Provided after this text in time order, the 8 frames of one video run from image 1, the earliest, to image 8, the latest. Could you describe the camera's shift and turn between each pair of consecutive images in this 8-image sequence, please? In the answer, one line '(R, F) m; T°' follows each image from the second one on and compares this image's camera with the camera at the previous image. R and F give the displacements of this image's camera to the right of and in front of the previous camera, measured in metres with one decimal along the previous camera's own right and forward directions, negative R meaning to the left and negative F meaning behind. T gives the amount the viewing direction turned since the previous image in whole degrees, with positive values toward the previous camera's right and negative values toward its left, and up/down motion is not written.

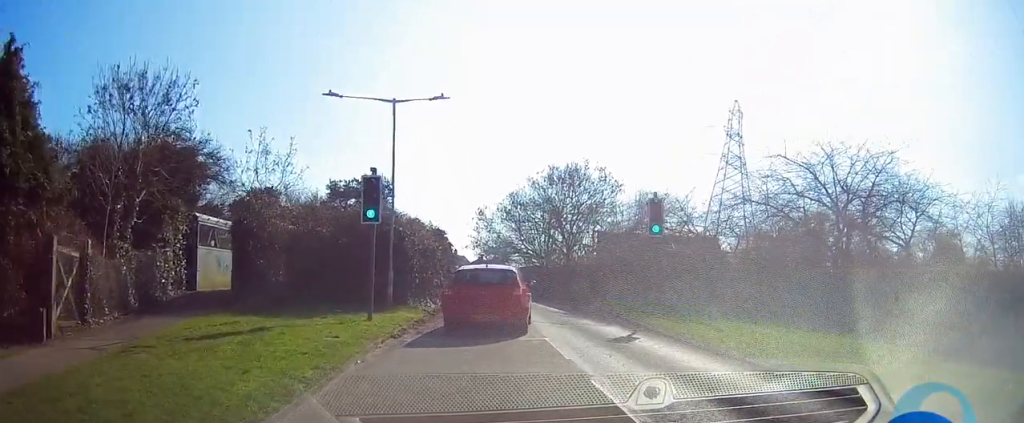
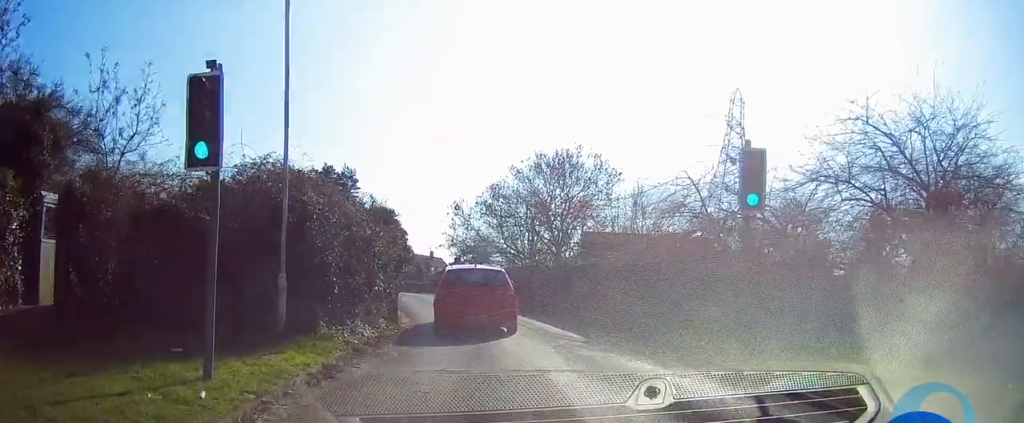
(+0.4, +8.5) m; +4°
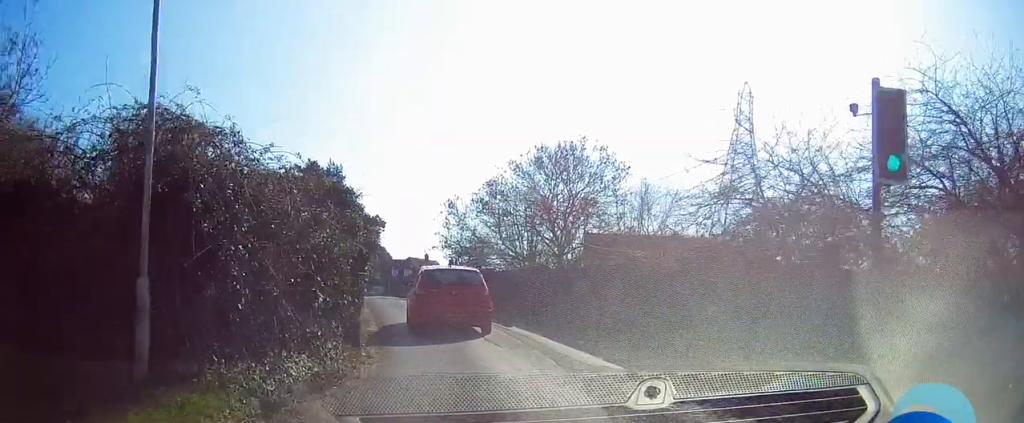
(0.0, +4.3) m; -2°
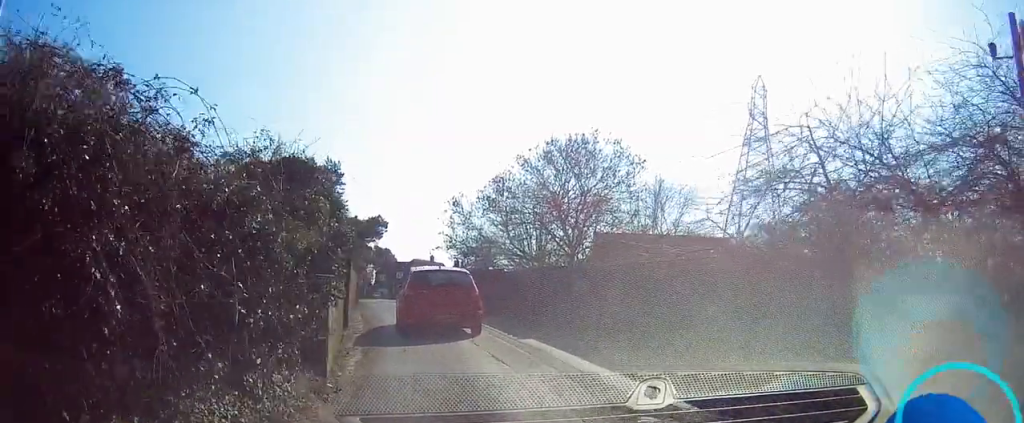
(-0.1, +2.5) m; -2°
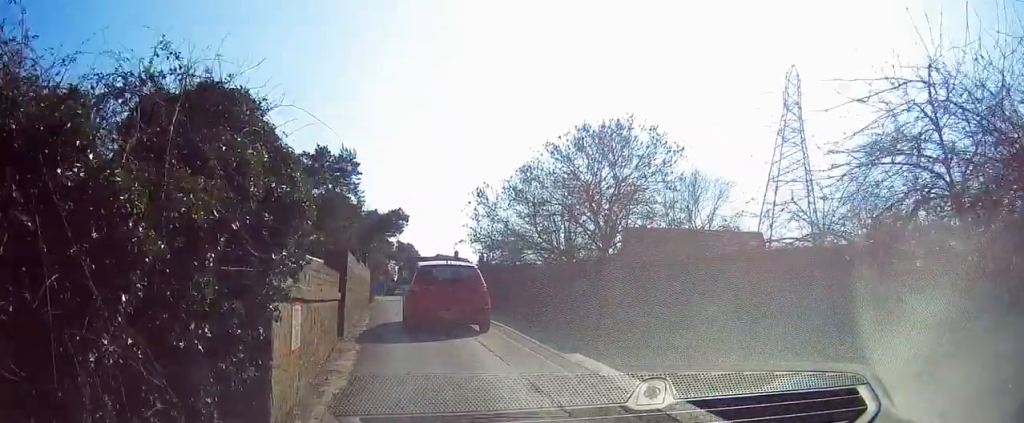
(-0.1, +2.8) m; -2°
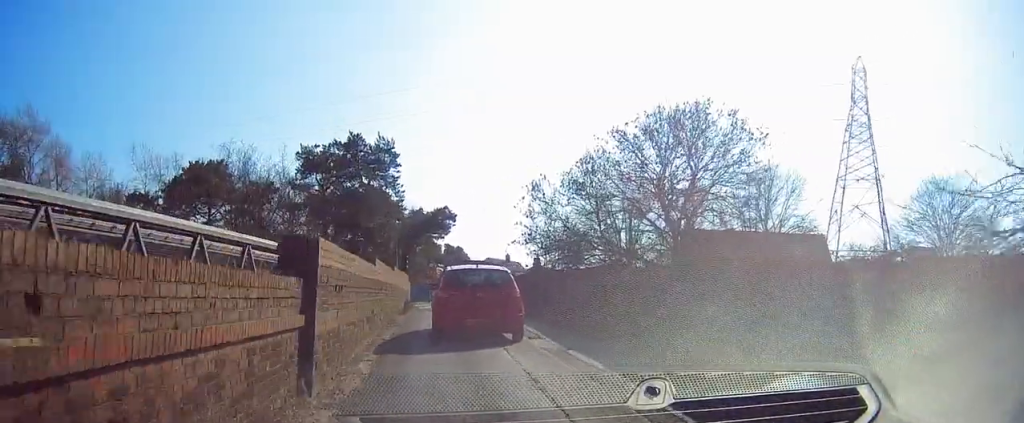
(-0.1, +5.3) m; -3°
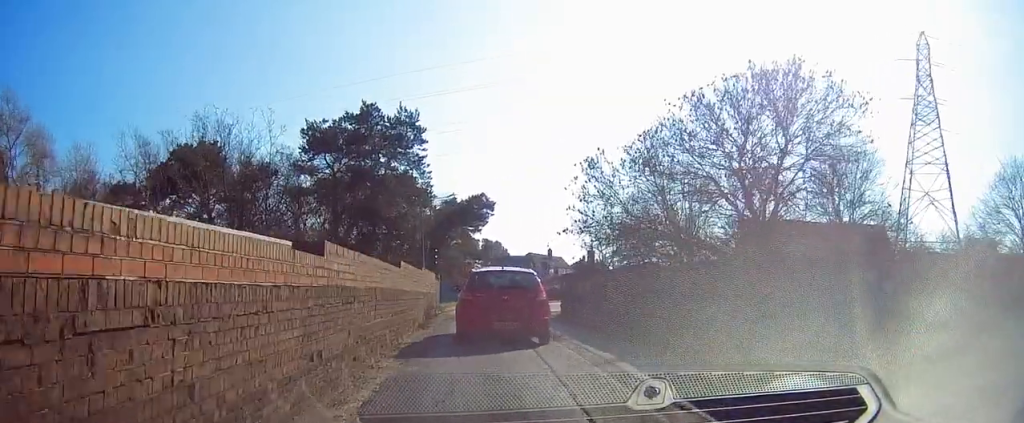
(-0.3, +7.4) m; -3°
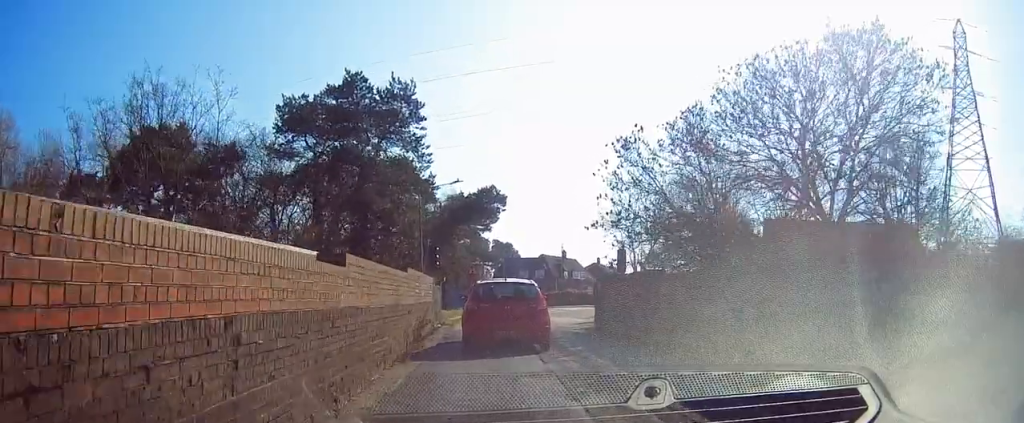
(0.0, +6.2) m; 0°
